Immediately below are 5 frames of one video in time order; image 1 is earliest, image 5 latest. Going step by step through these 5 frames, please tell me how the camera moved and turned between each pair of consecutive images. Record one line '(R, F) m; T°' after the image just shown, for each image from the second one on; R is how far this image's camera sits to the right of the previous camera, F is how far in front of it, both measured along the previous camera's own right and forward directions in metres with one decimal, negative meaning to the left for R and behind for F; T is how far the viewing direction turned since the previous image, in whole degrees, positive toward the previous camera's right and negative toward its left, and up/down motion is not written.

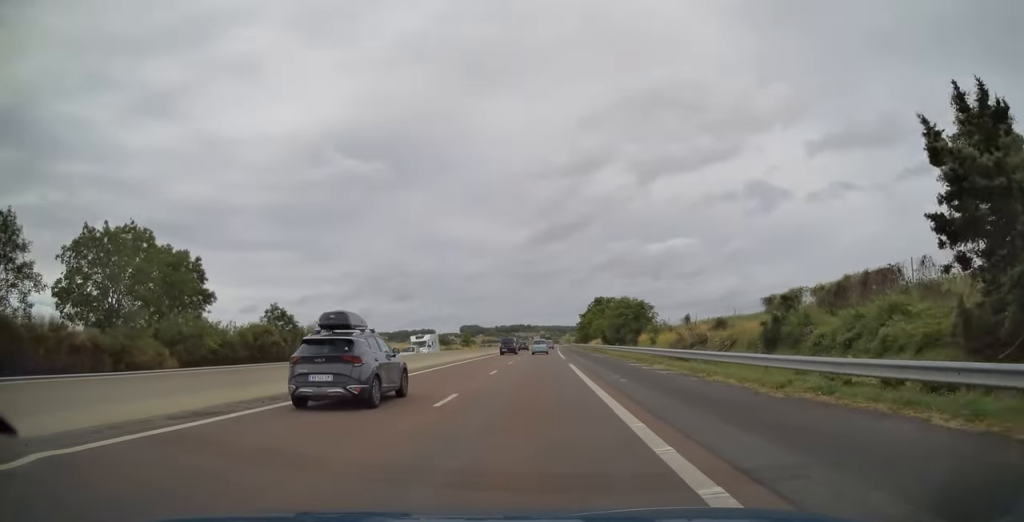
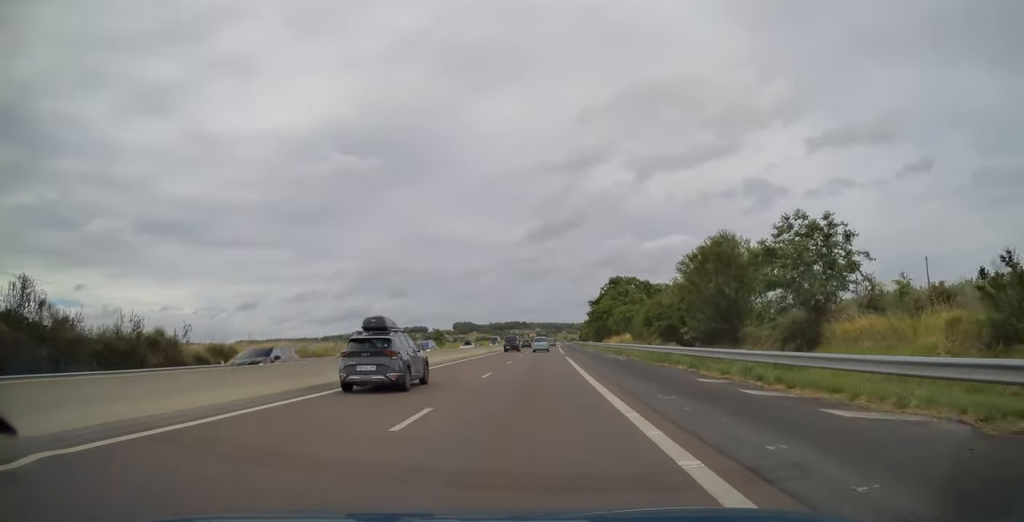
(+0.3, +42.6) m; +1°
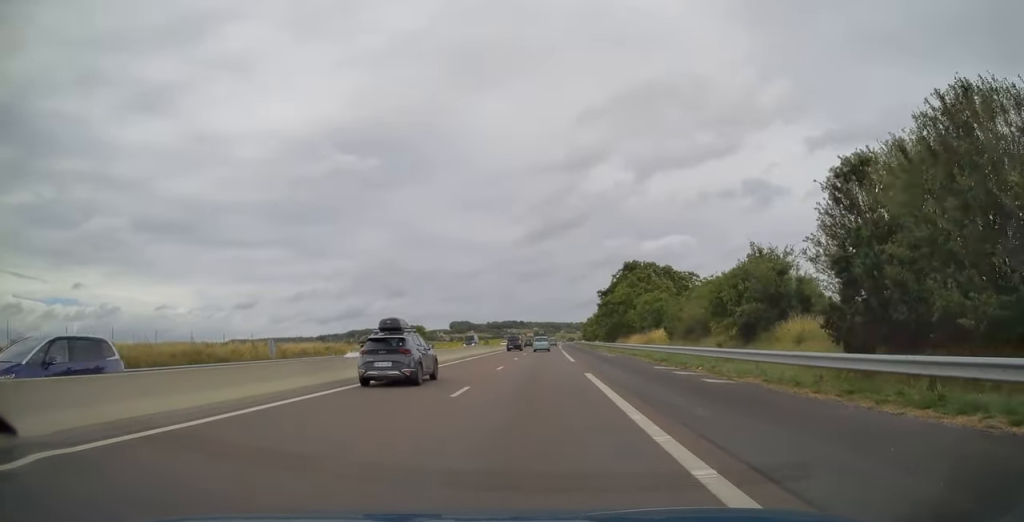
(0.0, +20.5) m; 0°
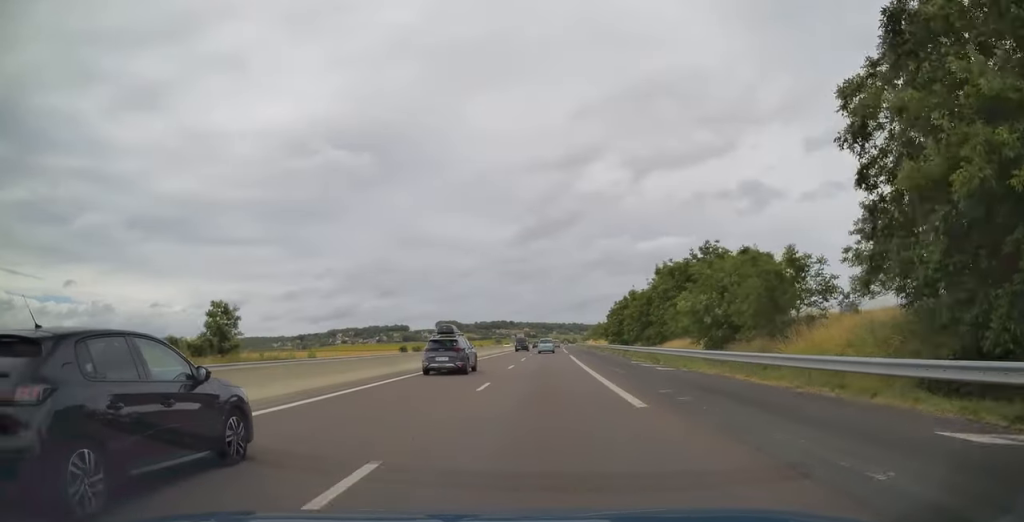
(+0.2, +74.9) m; +1°
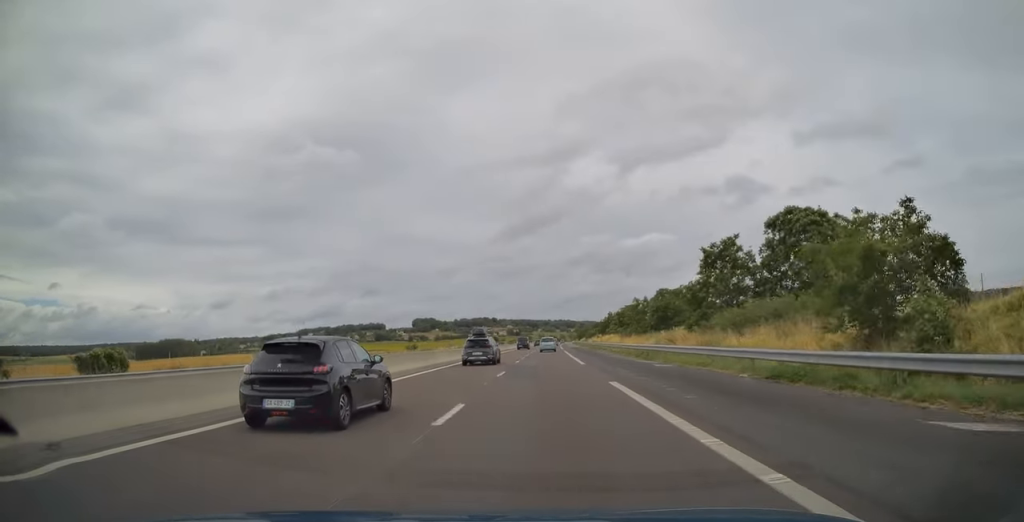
(+0.6, +83.9) m; +1°
